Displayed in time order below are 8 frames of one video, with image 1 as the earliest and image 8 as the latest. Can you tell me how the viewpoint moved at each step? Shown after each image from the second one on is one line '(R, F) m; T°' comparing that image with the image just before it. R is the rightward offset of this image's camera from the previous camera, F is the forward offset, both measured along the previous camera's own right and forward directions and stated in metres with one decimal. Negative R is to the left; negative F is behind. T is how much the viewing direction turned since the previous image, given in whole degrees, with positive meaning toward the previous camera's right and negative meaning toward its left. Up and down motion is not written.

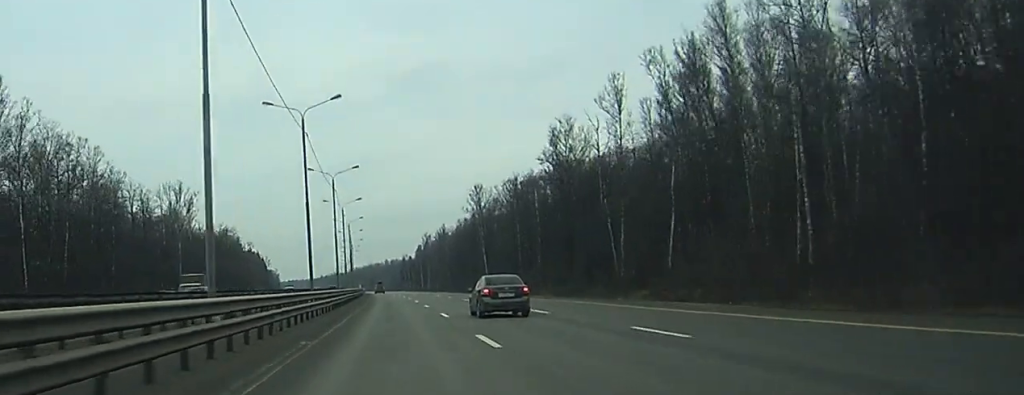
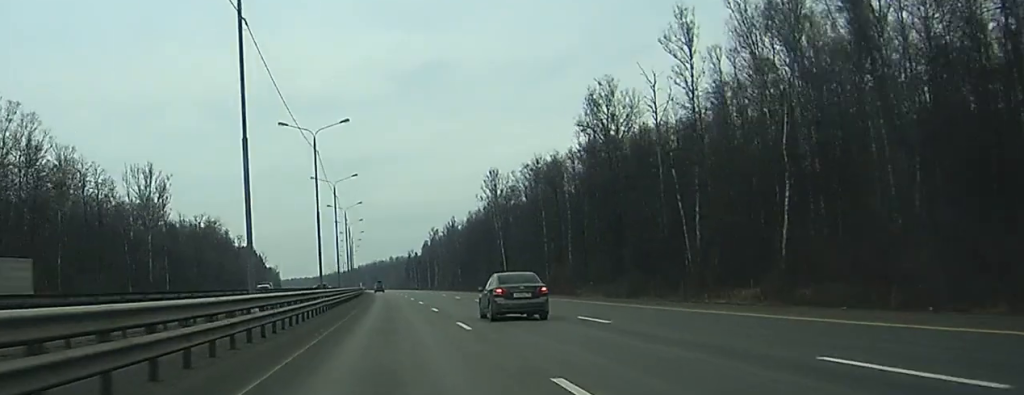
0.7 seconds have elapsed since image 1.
(-0.1, +25.8) m; 0°
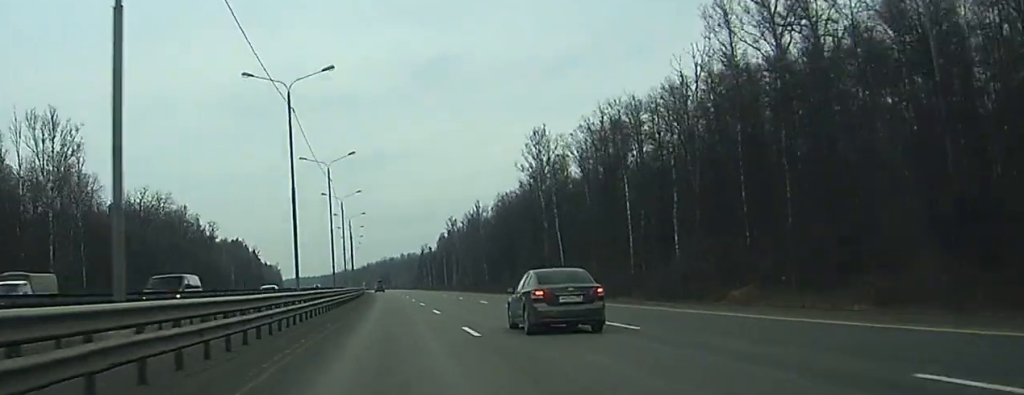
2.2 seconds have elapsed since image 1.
(-0.3, +50.6) m; -1°
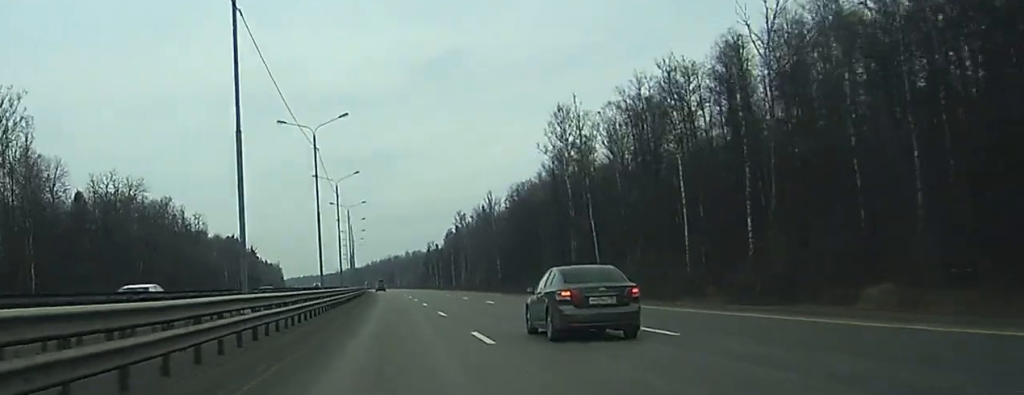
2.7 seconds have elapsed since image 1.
(-0.1, +18.9) m; 0°
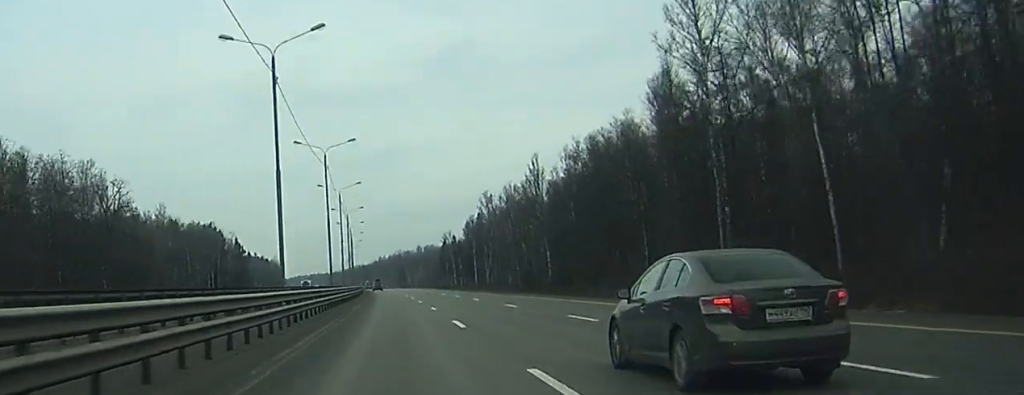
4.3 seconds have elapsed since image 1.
(-0.2, +56.9) m; 0°
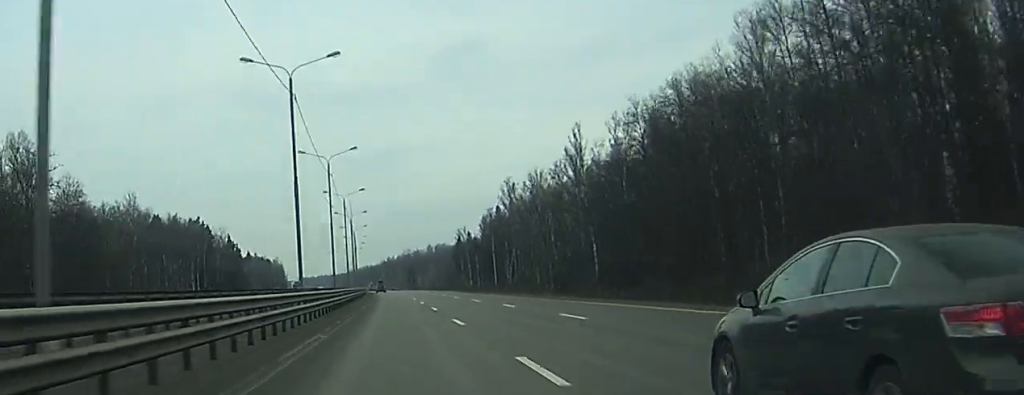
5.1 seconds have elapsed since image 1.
(-0.1, +29.8) m; 0°
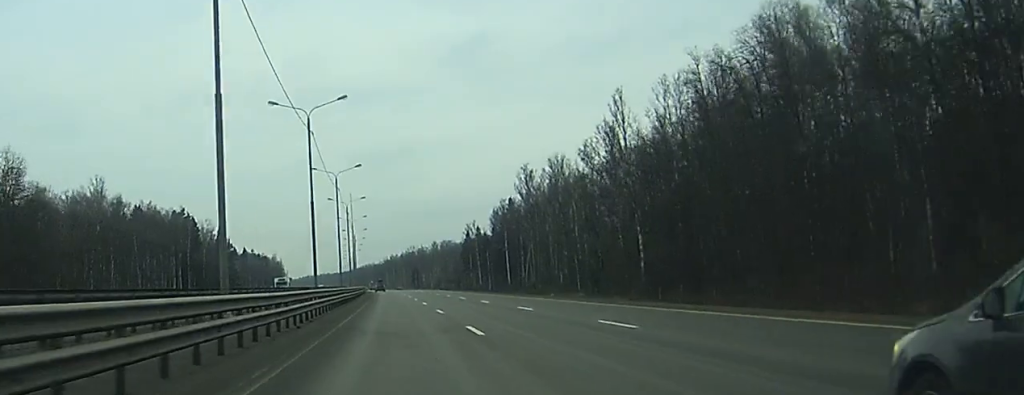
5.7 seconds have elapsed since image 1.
(-0.1, +21.5) m; 0°
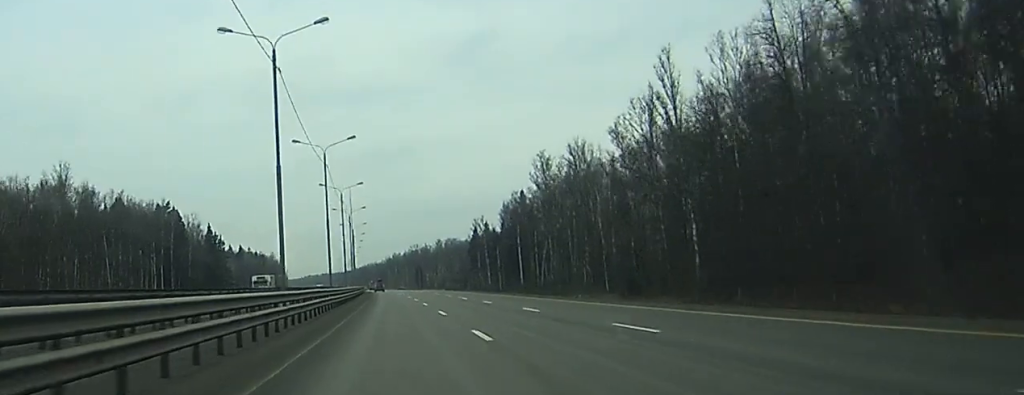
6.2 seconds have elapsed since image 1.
(-0.1, +18.0) m; 0°
